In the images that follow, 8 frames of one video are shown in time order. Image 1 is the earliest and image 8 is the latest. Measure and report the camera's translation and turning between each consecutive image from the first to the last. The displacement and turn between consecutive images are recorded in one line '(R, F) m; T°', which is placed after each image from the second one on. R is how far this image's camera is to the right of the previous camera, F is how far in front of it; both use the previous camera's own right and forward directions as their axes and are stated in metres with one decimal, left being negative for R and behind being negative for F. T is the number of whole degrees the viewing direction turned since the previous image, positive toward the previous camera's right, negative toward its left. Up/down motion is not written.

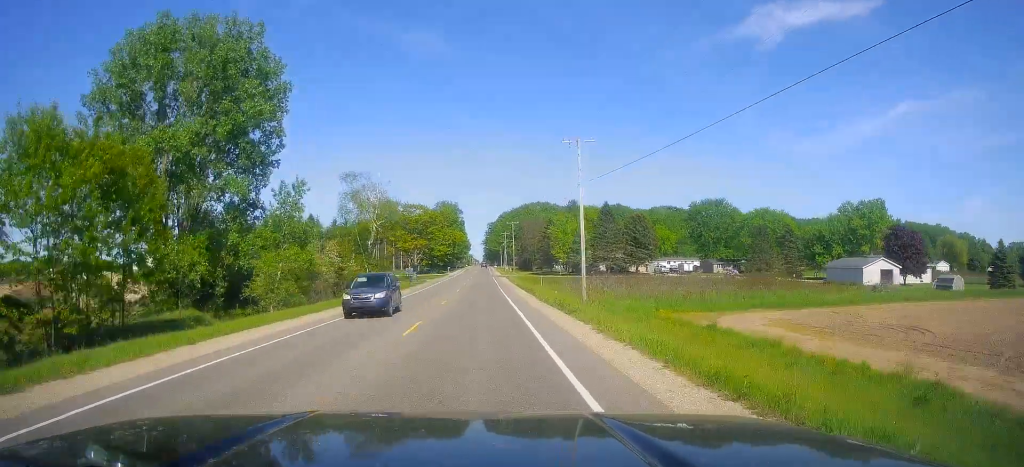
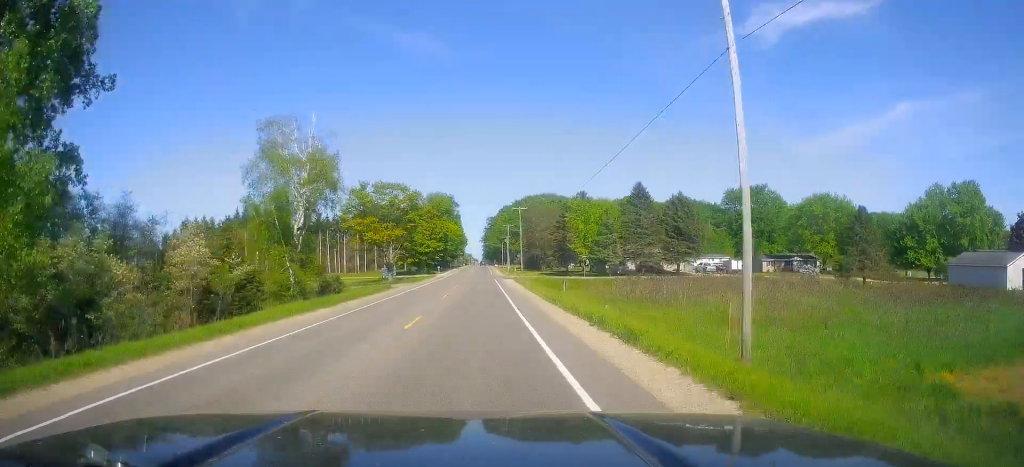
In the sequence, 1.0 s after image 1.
(0.0, +28.1) m; 0°
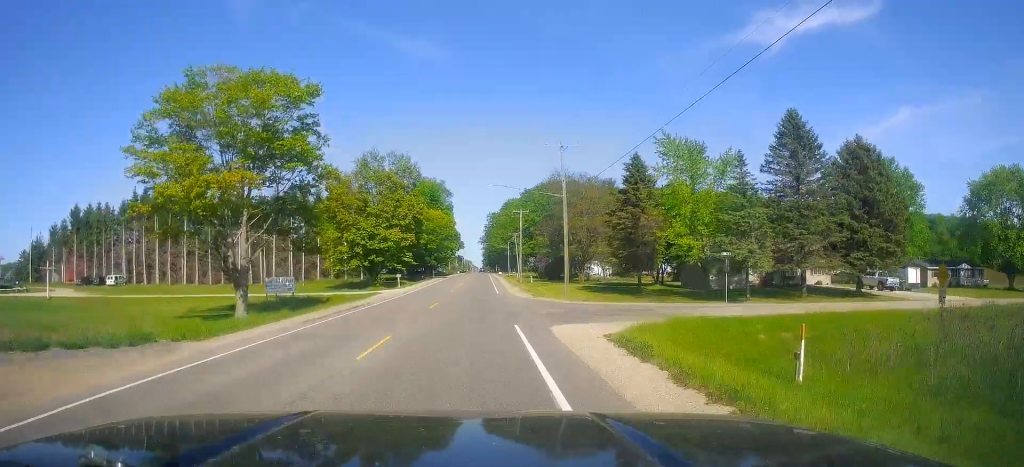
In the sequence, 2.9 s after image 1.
(+0.6, +51.7) m; 0°
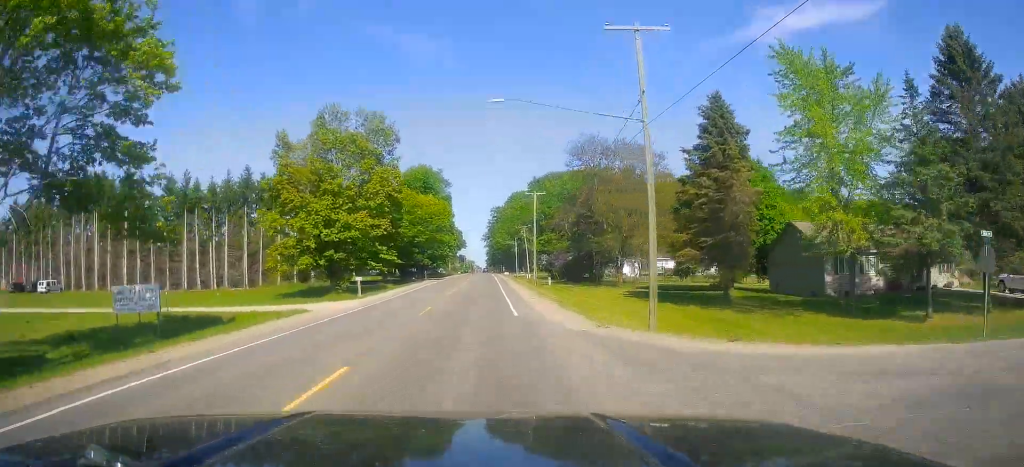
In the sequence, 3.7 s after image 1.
(-0.2, +20.8) m; -1°
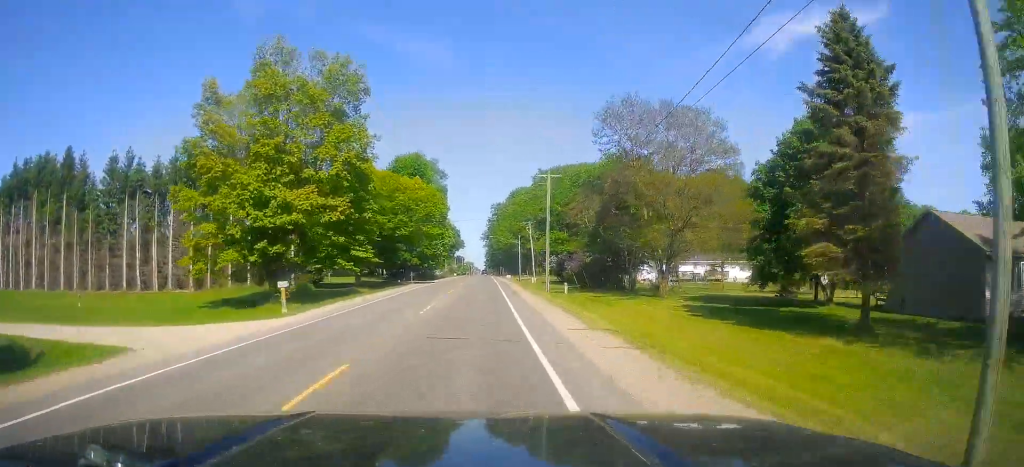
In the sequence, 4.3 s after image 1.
(-0.5, +15.3) m; -1°
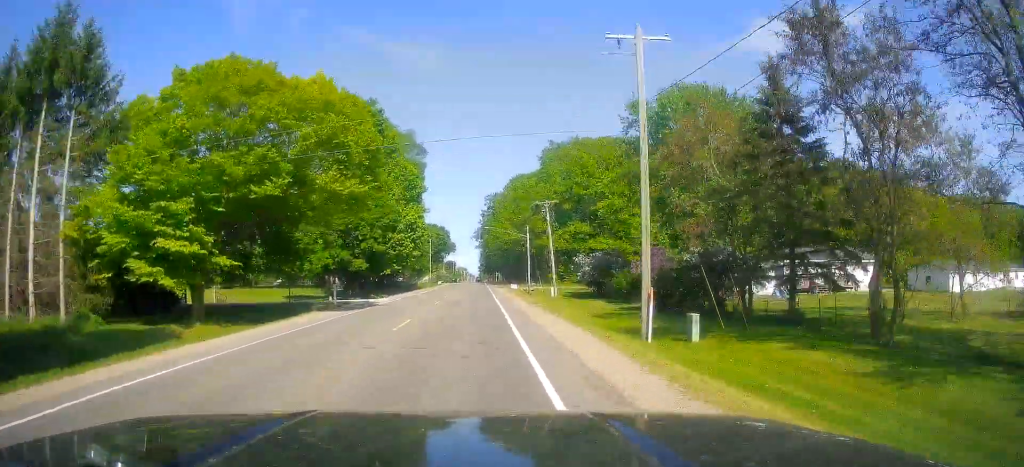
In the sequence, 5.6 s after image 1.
(+0.7, +35.0) m; +1°
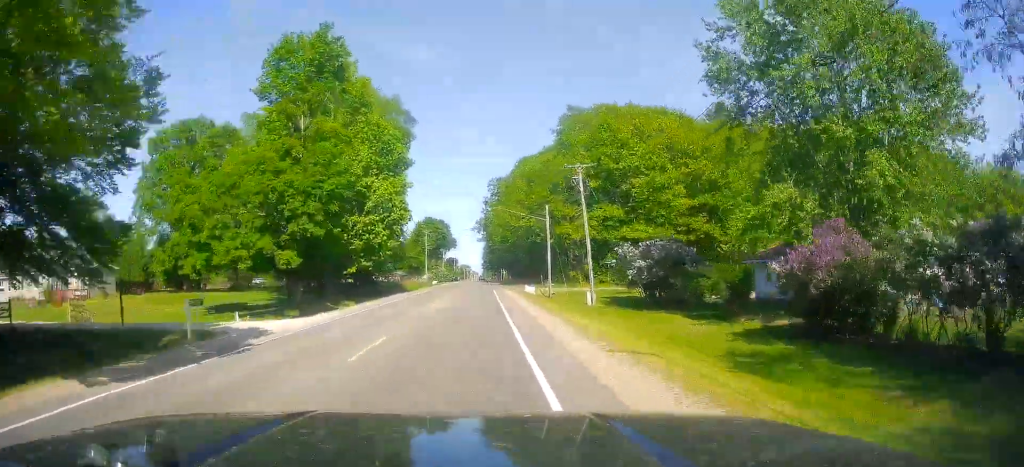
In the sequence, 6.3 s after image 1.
(0.0, +19.8) m; 0°
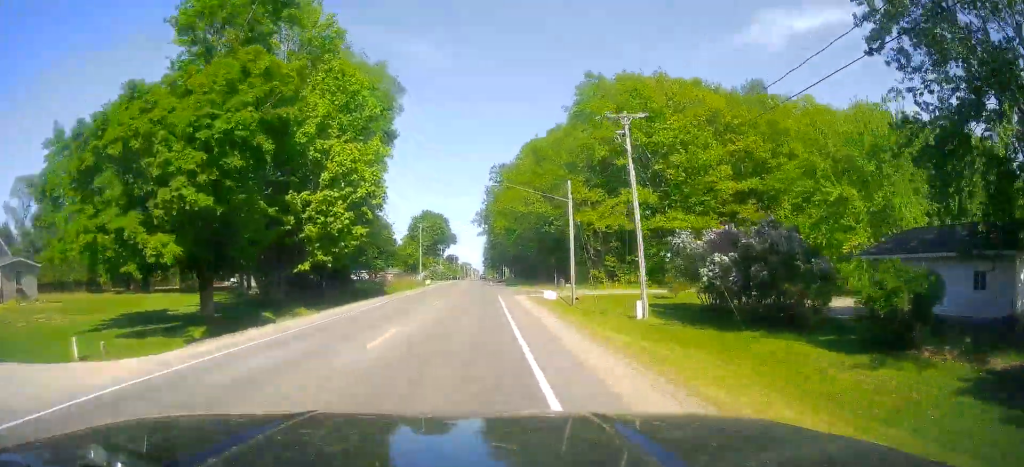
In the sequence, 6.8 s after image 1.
(0.0, +13.6) m; 0°
